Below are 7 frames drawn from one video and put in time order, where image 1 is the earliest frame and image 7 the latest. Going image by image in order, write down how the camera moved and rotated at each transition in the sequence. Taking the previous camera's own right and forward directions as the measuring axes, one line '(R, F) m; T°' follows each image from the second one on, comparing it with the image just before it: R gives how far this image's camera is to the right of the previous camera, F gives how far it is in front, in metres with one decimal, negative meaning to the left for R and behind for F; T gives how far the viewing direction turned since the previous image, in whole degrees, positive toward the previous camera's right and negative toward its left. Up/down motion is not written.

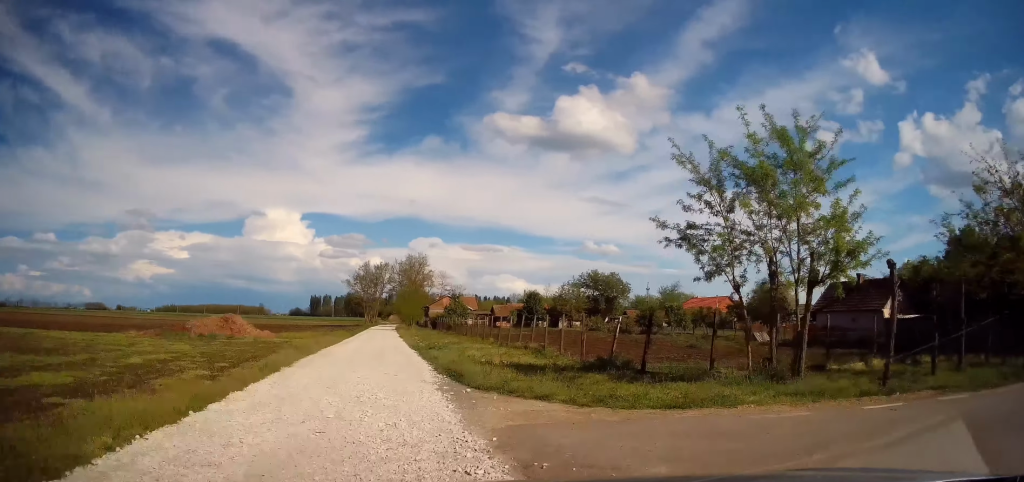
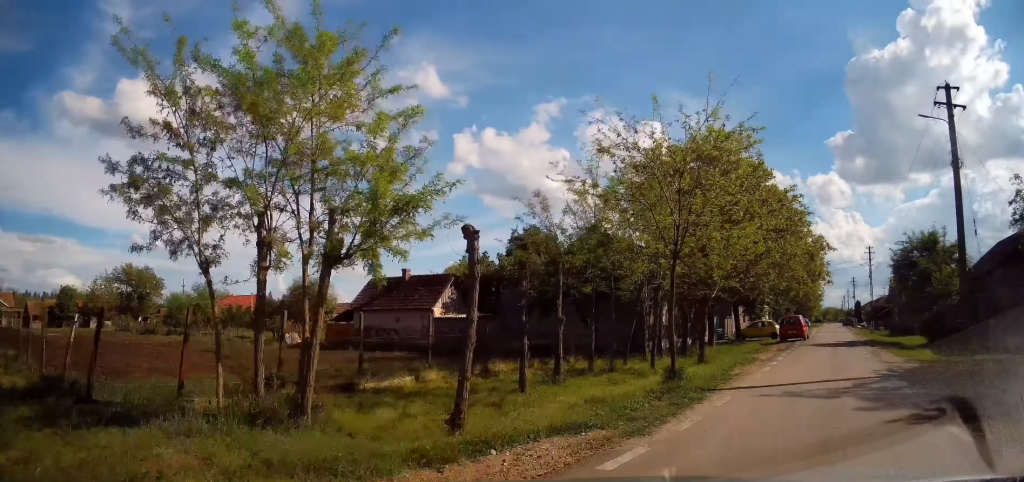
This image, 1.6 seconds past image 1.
(+2.1, +5.5) m; +47°
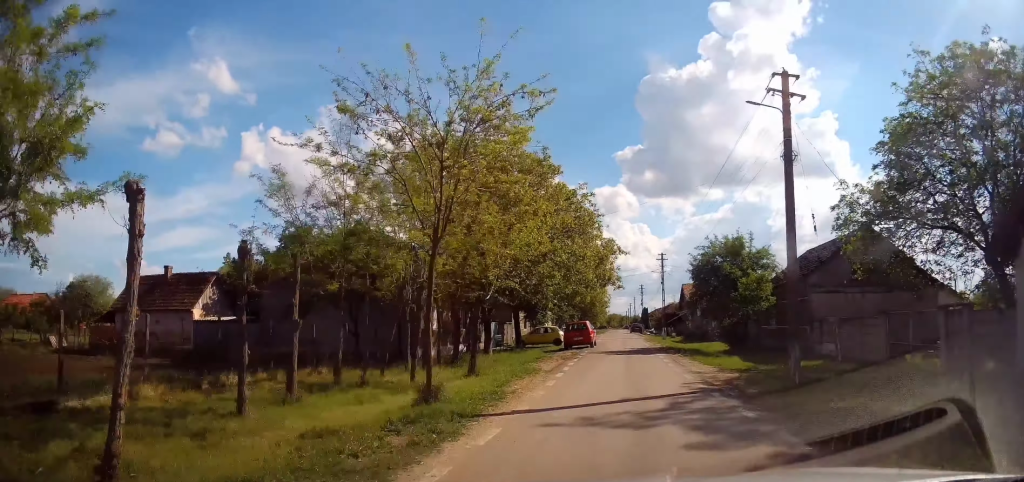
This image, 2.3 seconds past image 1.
(+0.6, +2.6) m; +19°
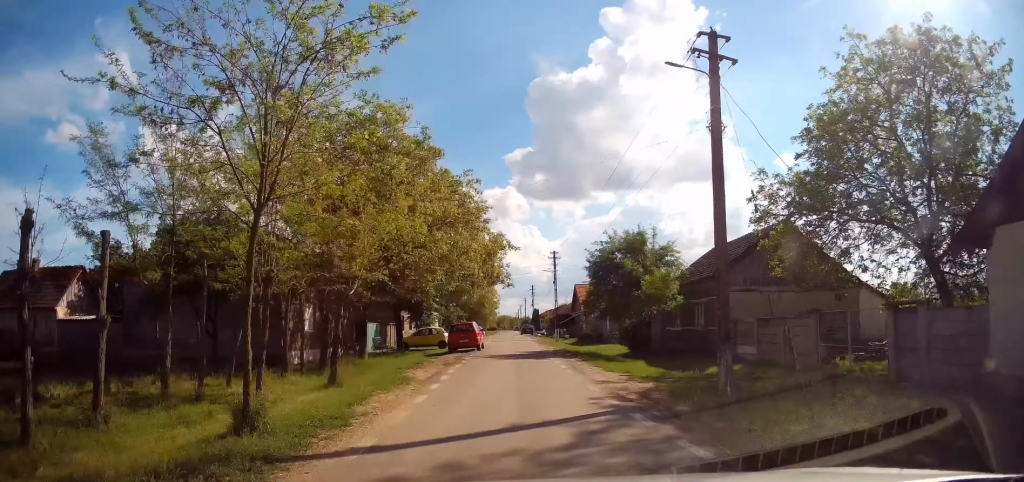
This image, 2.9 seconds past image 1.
(+0.3, +2.3) m; +9°
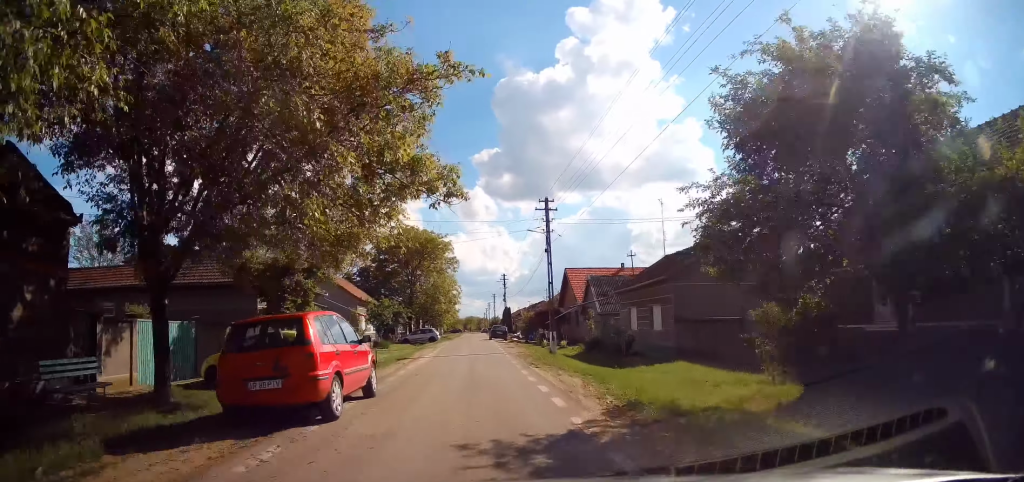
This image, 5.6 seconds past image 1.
(+2.1, +17.8) m; +6°
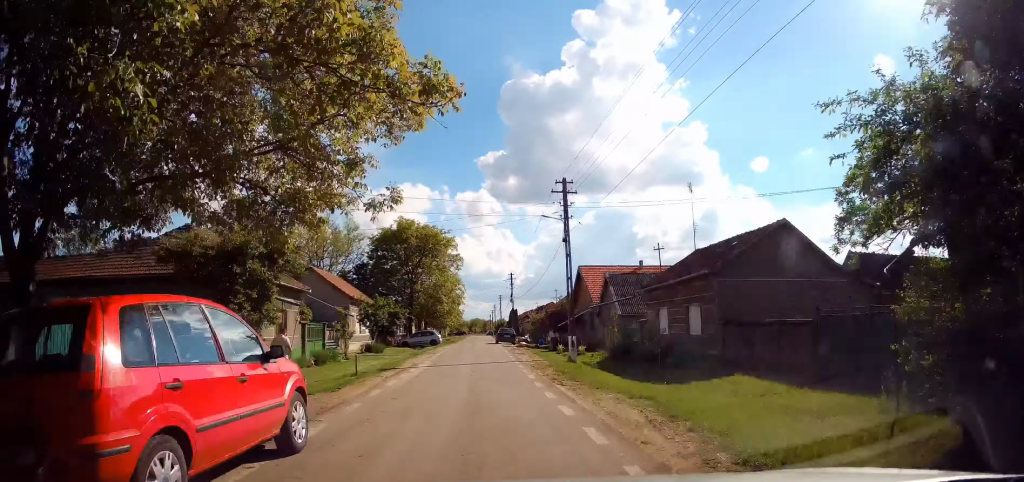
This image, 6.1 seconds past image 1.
(0.0, +4.0) m; -2°
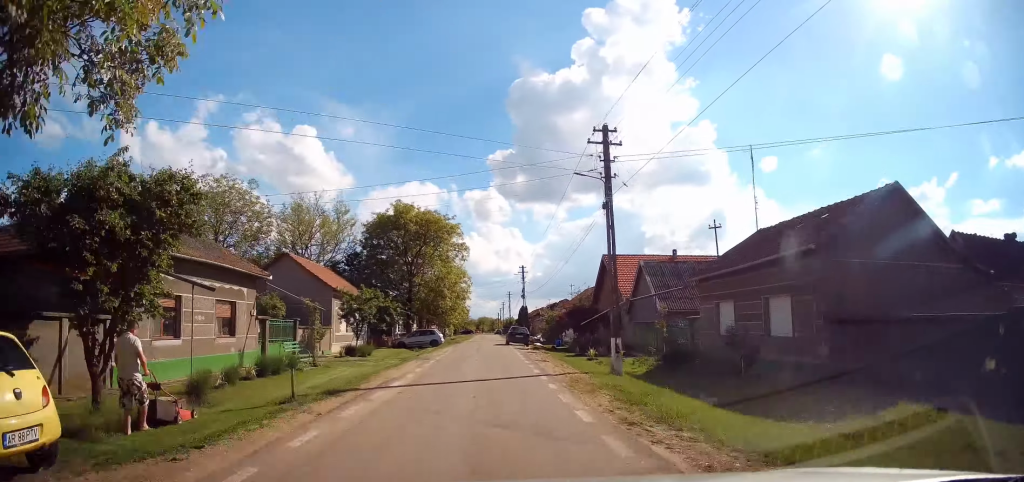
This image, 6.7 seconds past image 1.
(-0.3, +6.4) m; -2°
